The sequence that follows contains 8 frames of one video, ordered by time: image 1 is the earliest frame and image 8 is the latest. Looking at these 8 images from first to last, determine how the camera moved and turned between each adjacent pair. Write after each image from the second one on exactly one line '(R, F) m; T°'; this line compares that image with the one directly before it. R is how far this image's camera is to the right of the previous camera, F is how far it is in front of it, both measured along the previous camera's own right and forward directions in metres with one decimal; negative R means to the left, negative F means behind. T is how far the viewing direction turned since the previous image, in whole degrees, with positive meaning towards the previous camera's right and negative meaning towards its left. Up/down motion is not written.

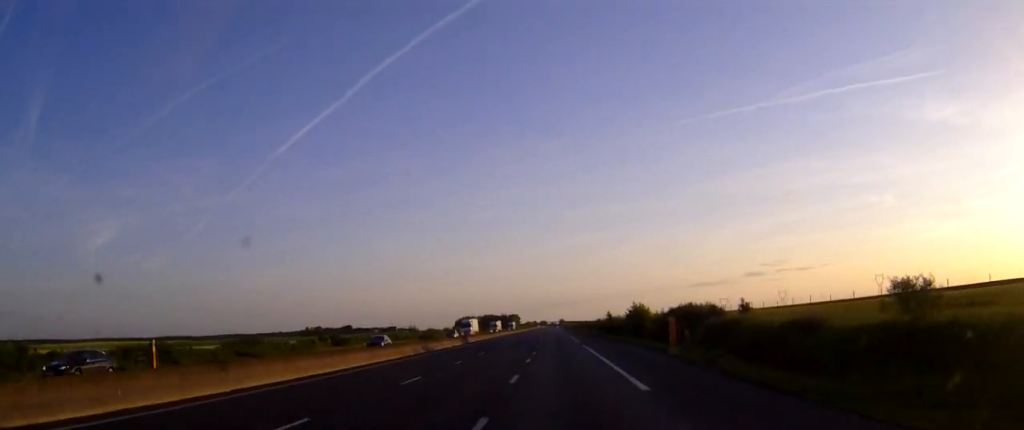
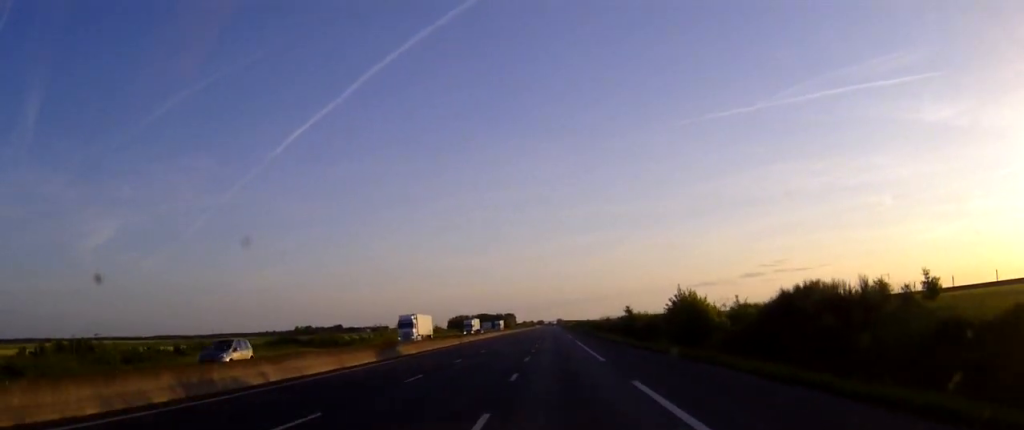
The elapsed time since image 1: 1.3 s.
(0.0, +36.2) m; 0°
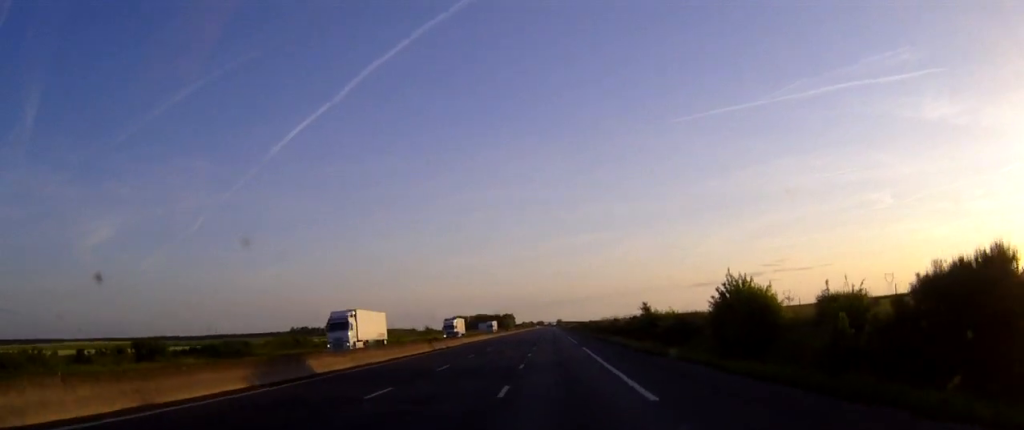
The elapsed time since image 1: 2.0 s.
(0.0, +17.2) m; 0°
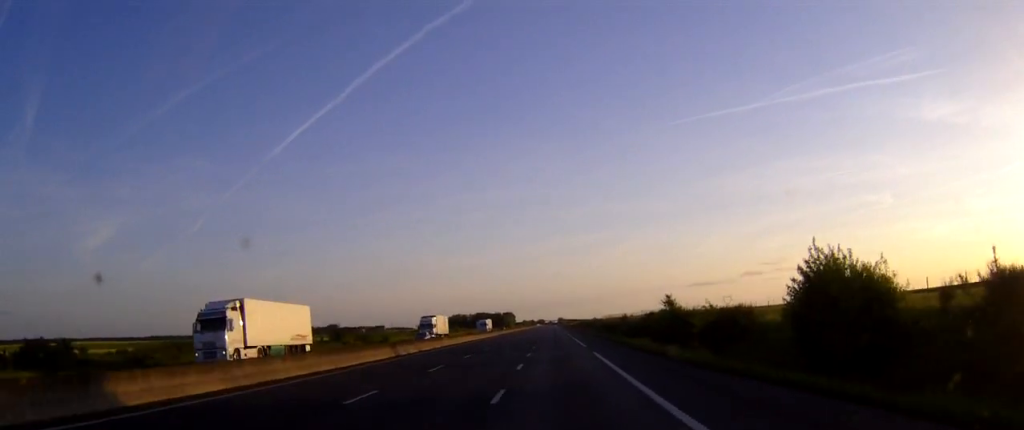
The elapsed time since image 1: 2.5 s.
(0.0, +14.5) m; 0°
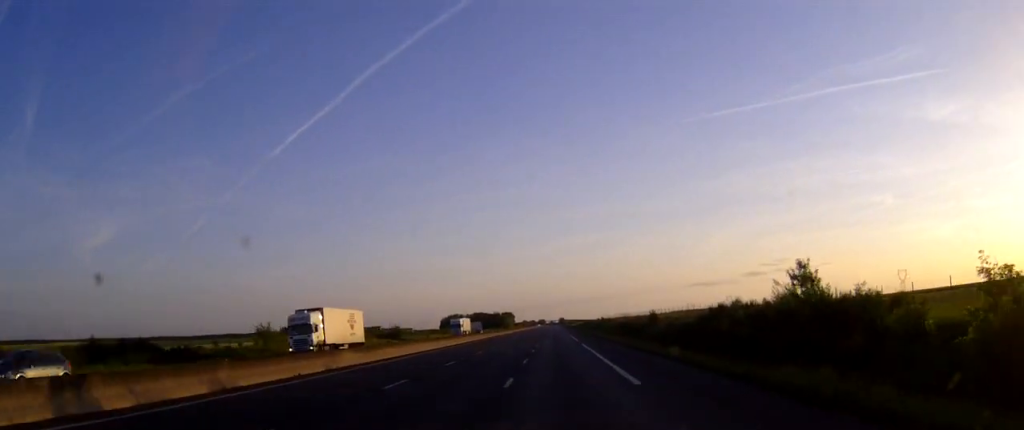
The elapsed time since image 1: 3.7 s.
(0.0, +32.6) m; 0°
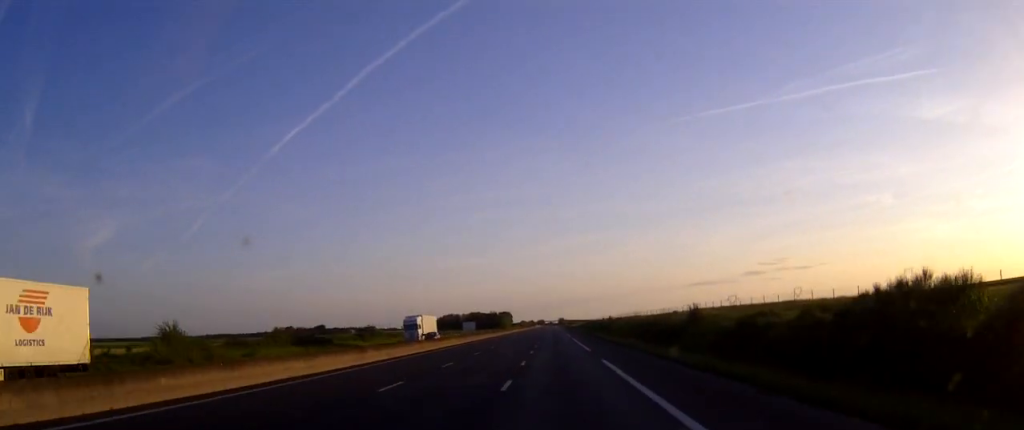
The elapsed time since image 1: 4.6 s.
(0.0, +25.3) m; 0°
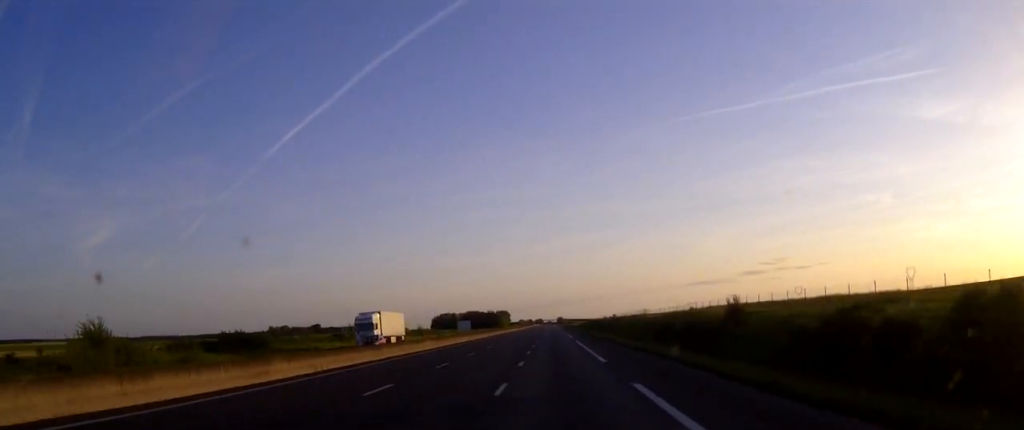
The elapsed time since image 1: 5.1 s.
(0.0, +13.6) m; 0°
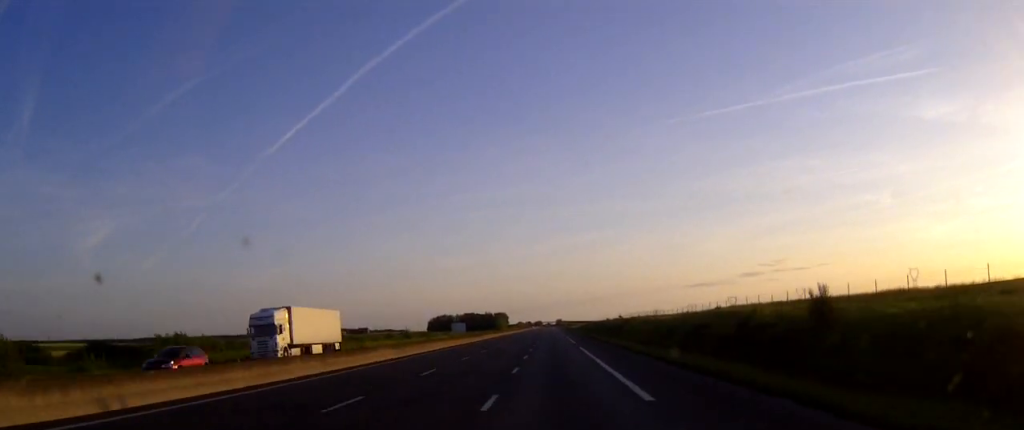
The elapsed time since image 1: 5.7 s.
(0.0, +15.4) m; 0°
